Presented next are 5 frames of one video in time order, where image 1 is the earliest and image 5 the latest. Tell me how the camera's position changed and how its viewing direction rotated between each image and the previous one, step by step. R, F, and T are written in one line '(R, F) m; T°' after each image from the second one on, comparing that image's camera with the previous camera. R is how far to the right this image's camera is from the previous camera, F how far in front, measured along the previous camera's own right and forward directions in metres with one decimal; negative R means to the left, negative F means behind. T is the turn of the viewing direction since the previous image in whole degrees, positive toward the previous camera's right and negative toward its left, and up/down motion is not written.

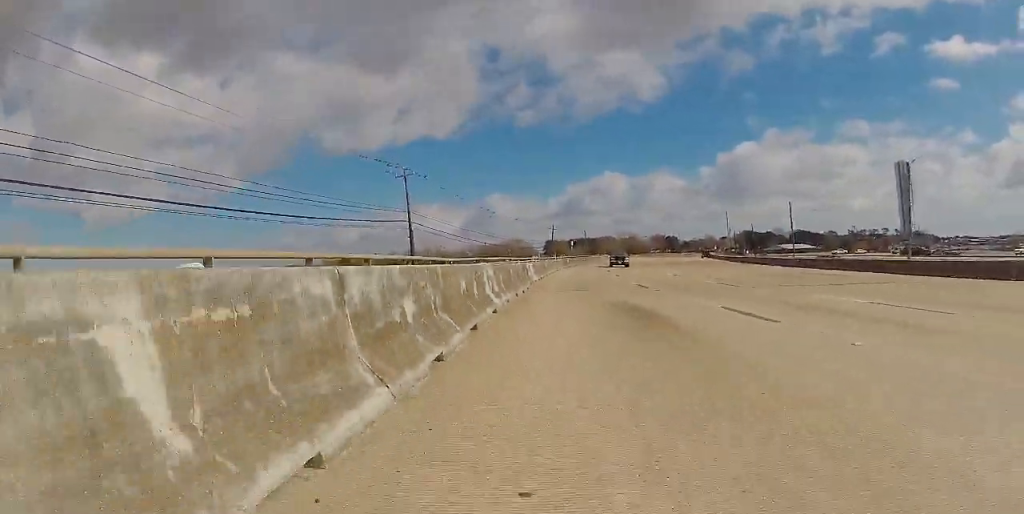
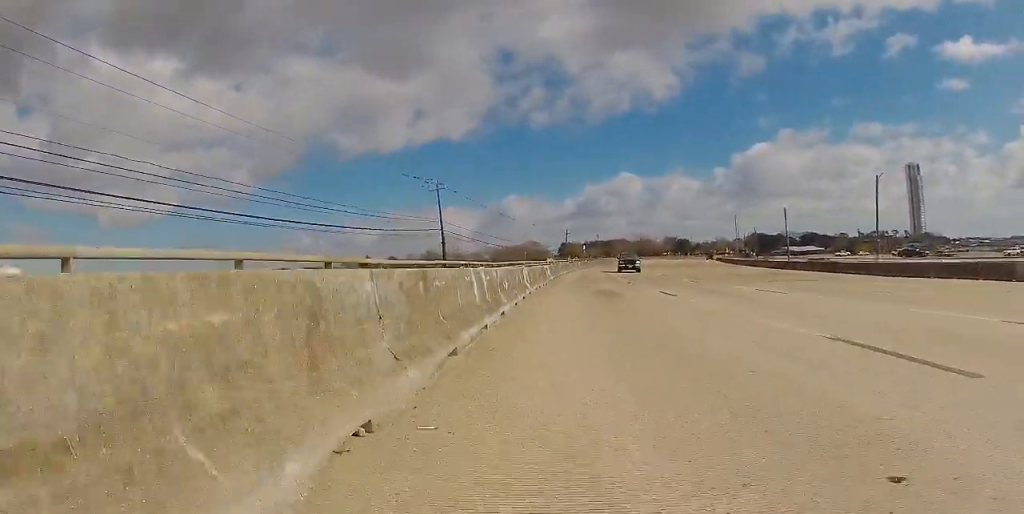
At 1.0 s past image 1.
(-0.1, +9.4) m; 0°
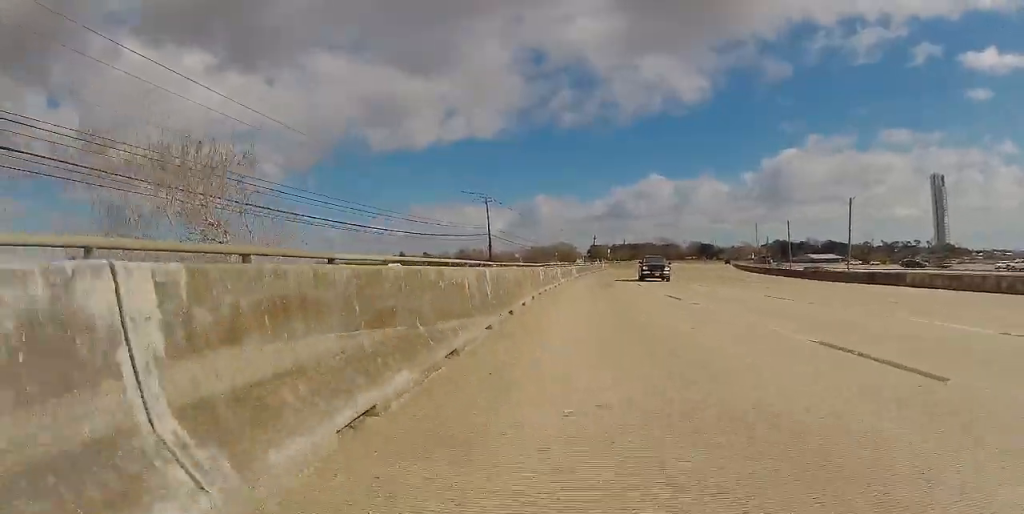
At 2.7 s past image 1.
(0.0, +14.6) m; -1°
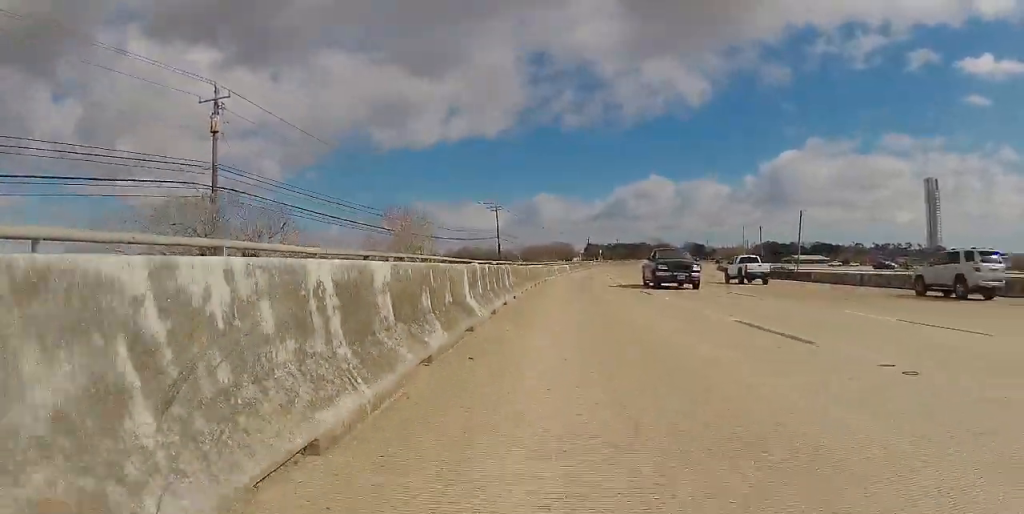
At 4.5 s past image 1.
(-0.3, +15.2) m; -2°
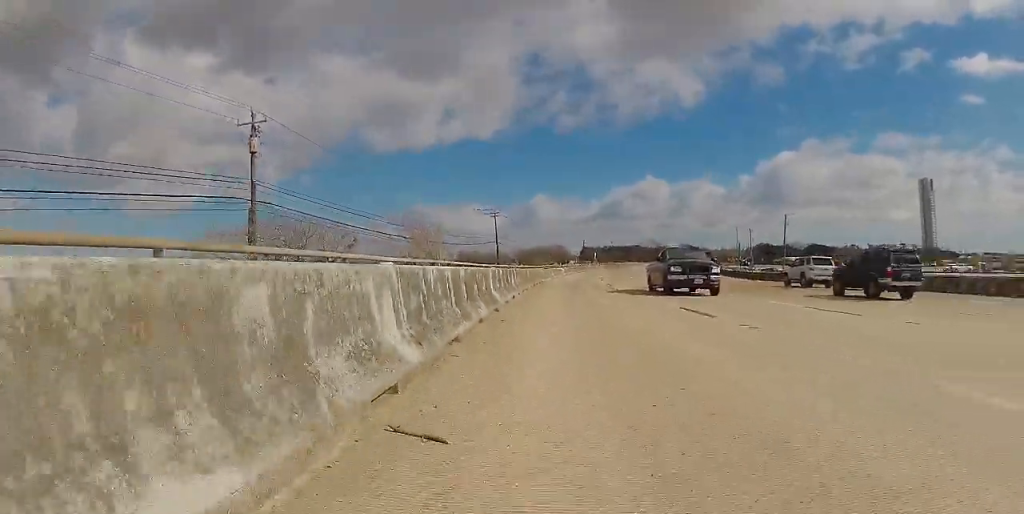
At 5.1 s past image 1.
(0.0, +4.3) m; 0°
